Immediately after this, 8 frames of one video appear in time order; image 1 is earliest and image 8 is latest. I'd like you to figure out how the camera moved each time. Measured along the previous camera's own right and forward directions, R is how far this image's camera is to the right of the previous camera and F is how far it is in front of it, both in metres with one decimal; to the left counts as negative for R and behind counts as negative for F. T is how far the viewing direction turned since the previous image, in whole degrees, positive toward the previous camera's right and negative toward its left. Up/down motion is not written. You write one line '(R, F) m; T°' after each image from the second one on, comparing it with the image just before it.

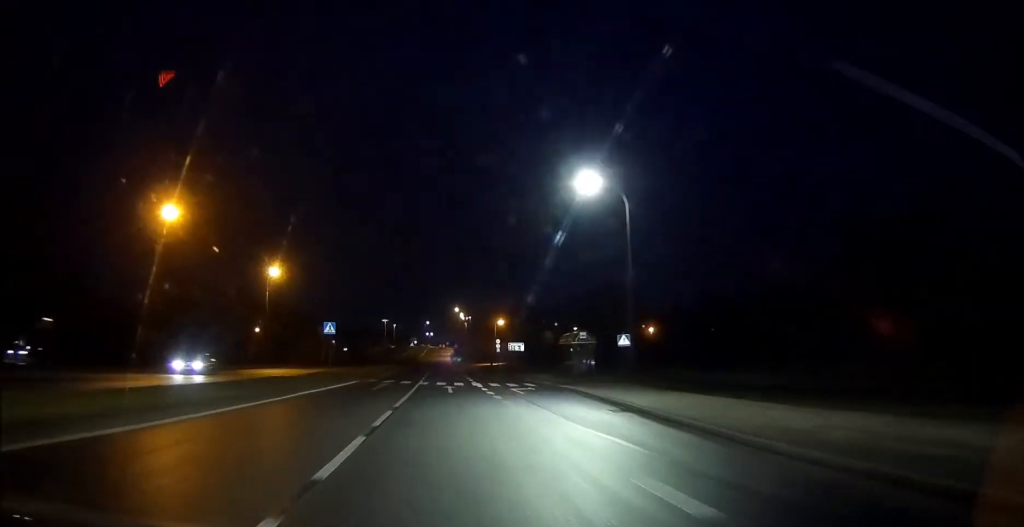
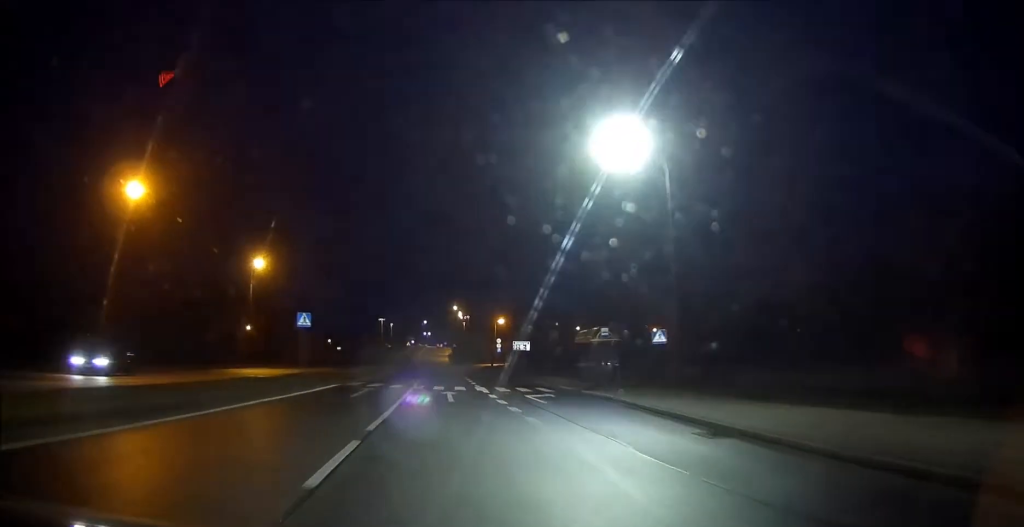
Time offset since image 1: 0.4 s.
(0.0, +6.6) m; 0°
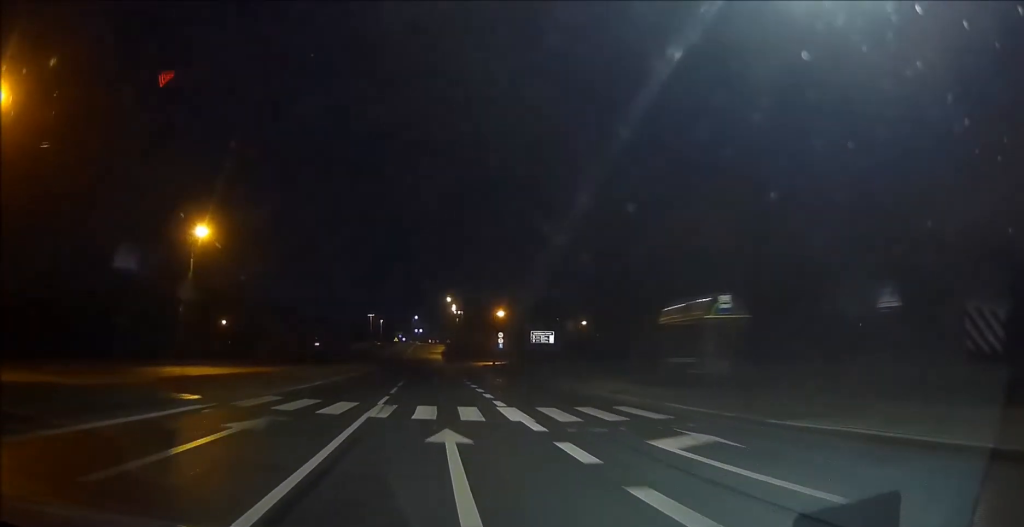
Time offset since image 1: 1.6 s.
(0.0, +17.7) m; 0°
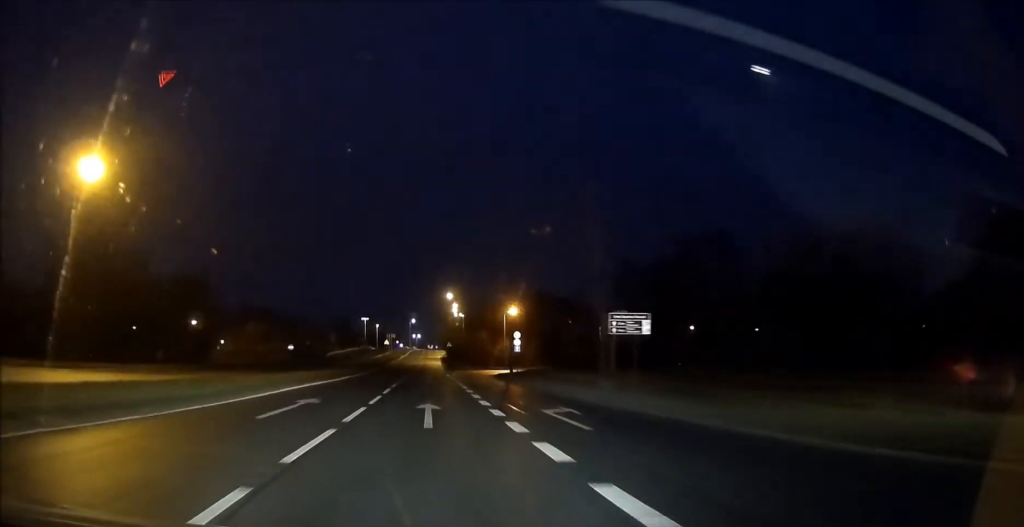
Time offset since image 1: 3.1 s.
(+0.2, +22.2) m; +1°
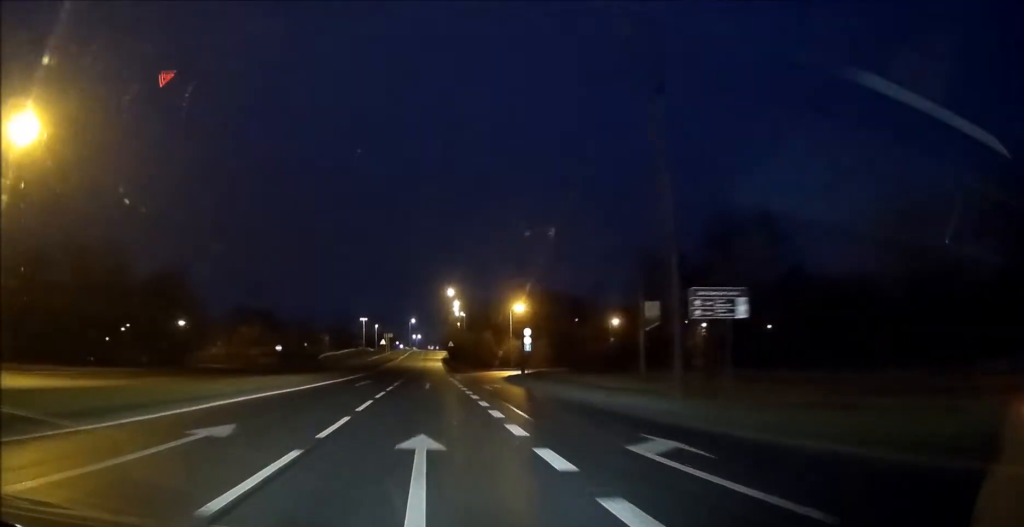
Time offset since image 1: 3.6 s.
(0.0, +8.5) m; 0°
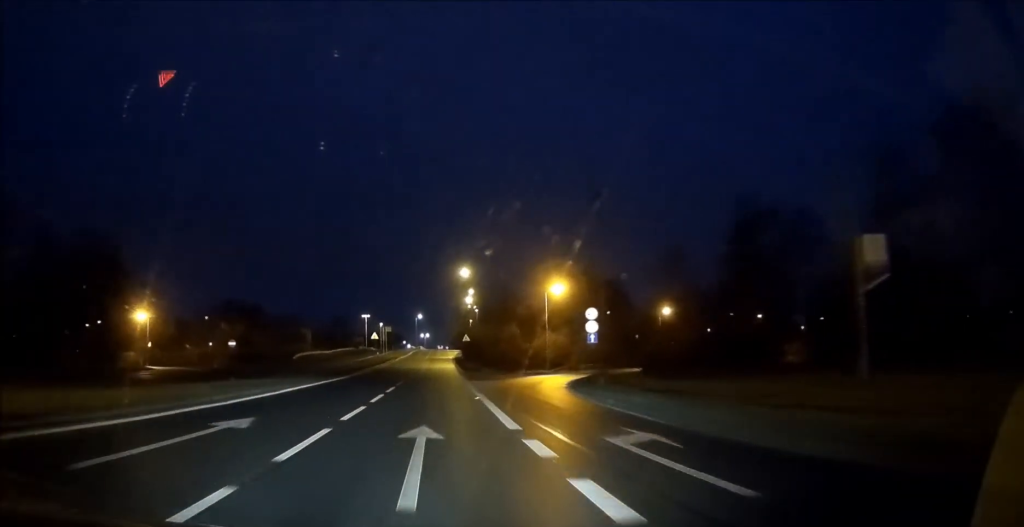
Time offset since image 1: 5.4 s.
(-0.1, +26.3) m; -1°
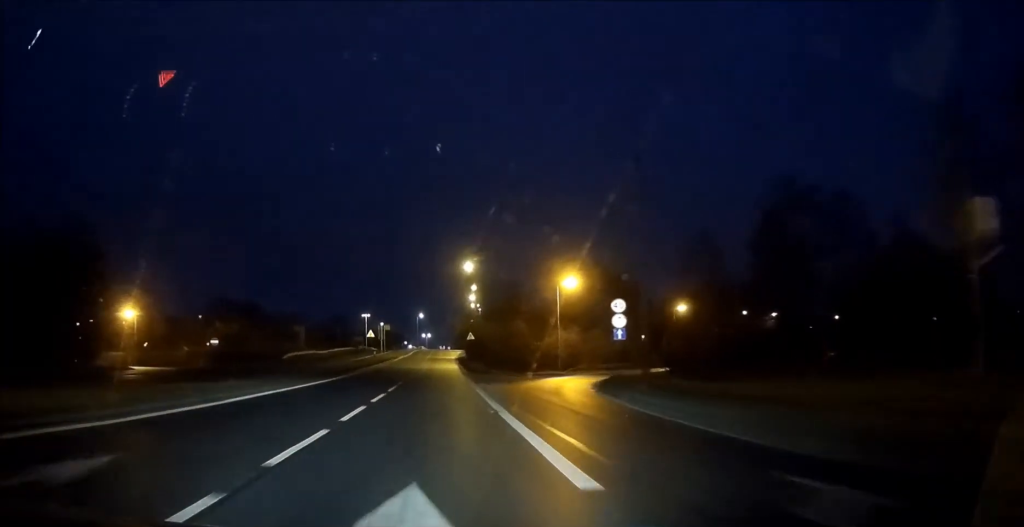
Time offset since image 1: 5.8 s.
(0.0, +6.4) m; 0°
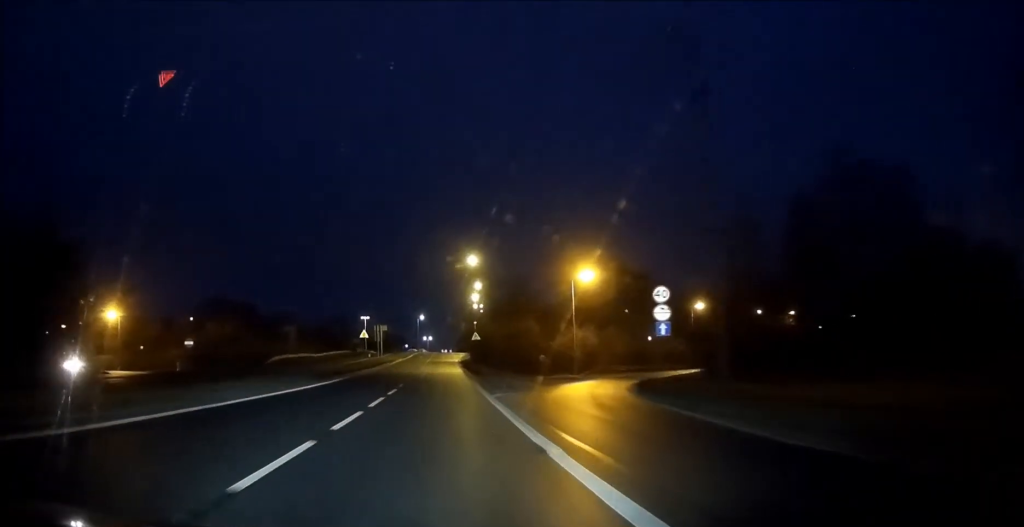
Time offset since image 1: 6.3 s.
(-0.1, +7.3) m; 0°
